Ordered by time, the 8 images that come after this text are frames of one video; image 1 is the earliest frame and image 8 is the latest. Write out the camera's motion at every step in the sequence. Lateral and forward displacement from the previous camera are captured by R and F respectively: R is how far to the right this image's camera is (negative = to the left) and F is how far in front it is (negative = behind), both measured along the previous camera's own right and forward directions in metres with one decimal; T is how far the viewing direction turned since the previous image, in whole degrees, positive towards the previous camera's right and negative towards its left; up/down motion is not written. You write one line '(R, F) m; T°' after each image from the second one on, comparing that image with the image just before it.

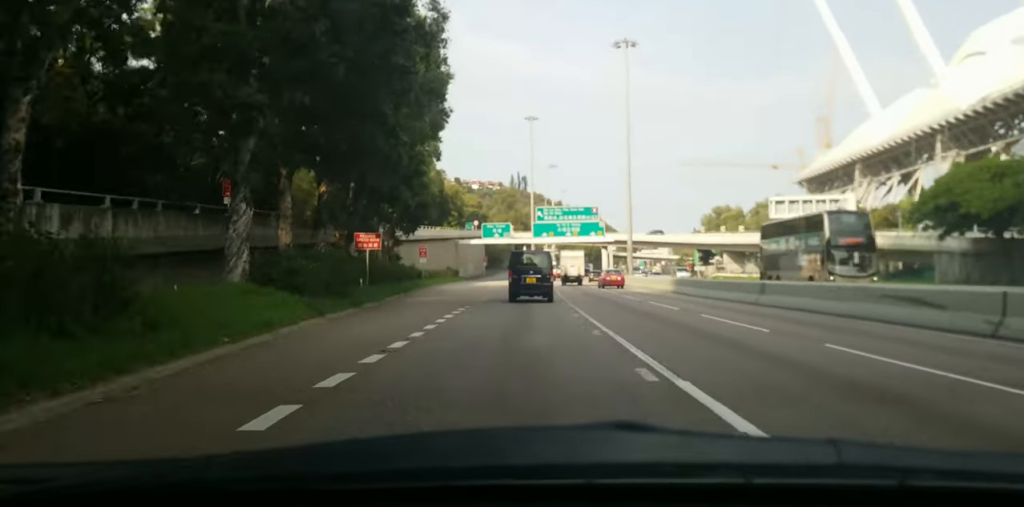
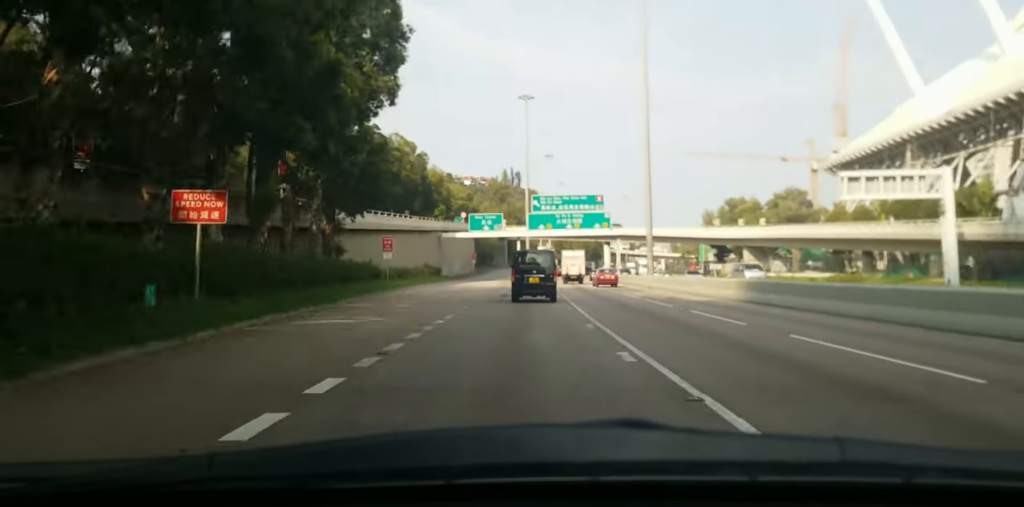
(+1.0, +15.8) m; +2°
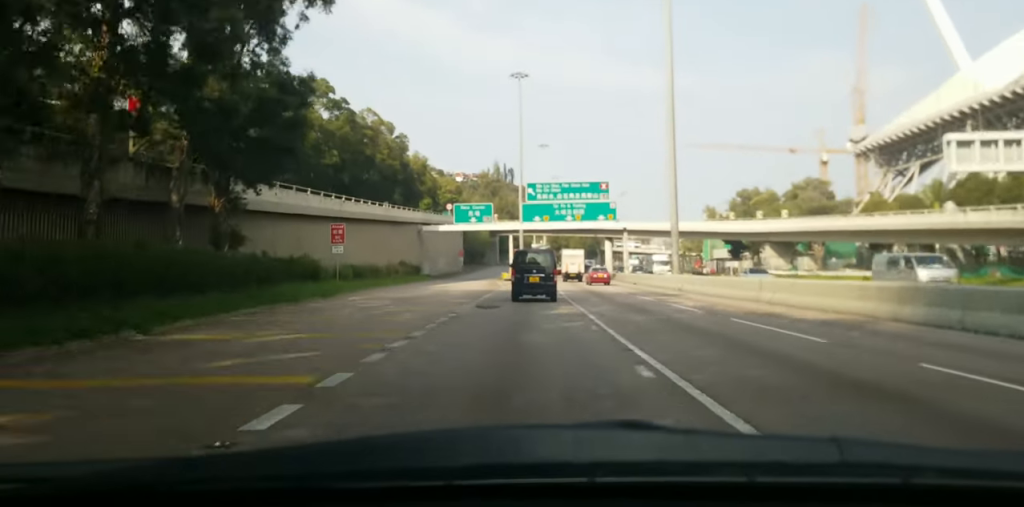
(-0.3, +15.1) m; -1°
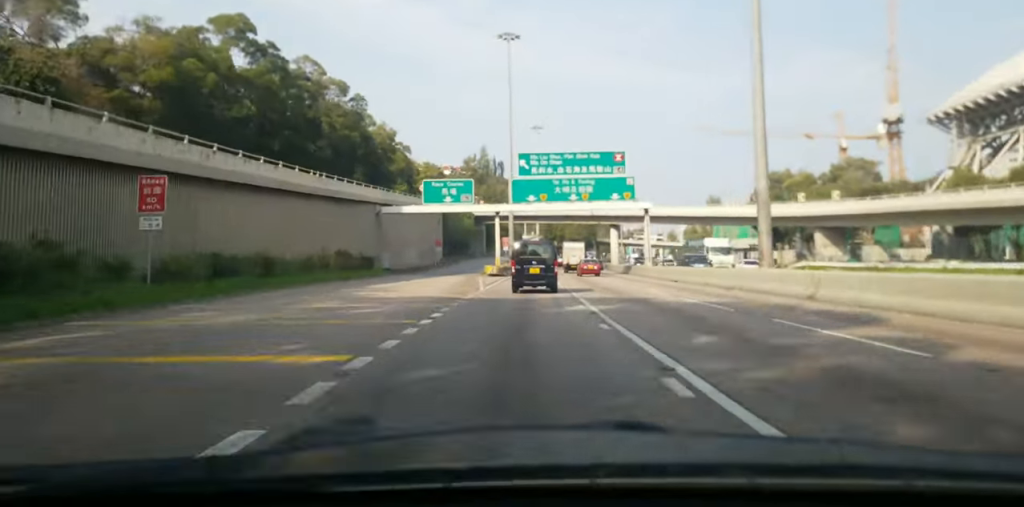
(-0.1, +21.1) m; +1°
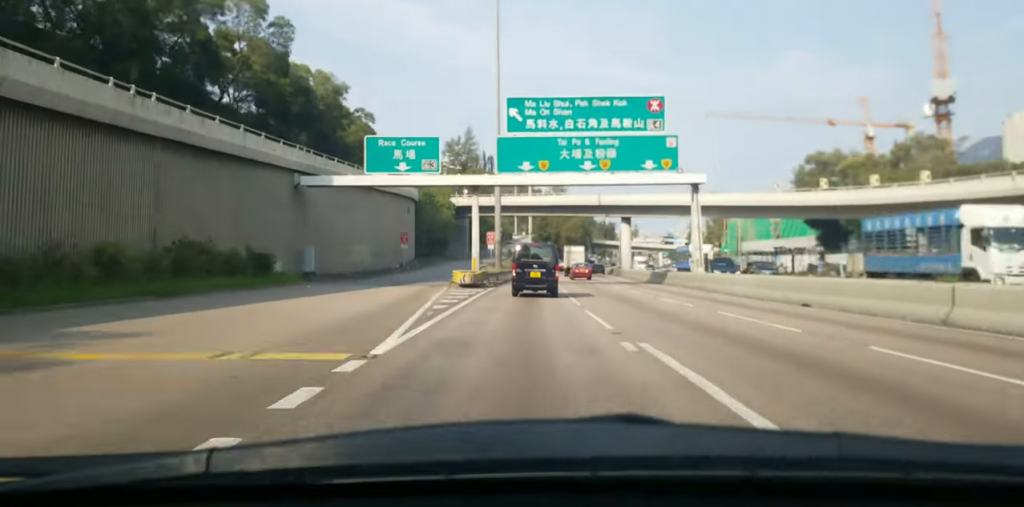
(+0.7, +23.7) m; +2°
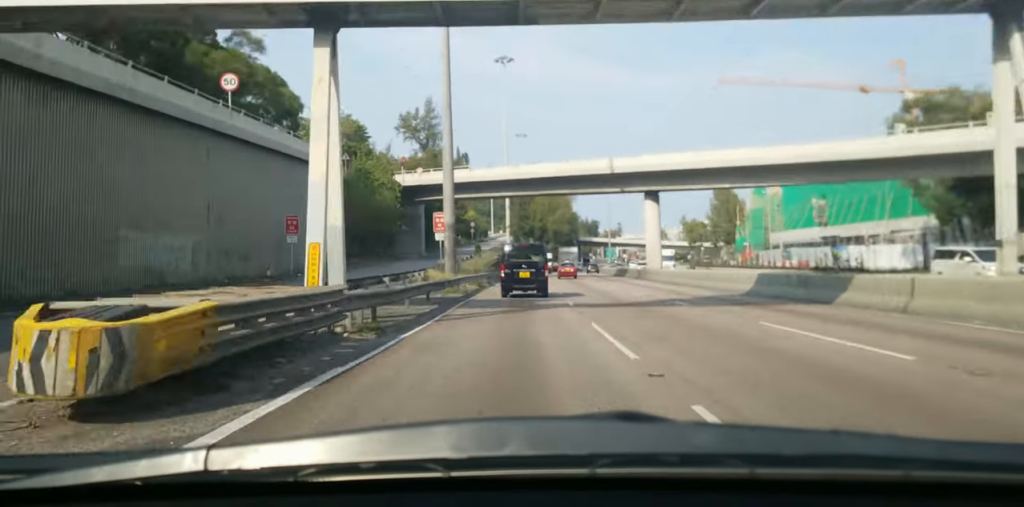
(+0.2, +33.1) m; 0°
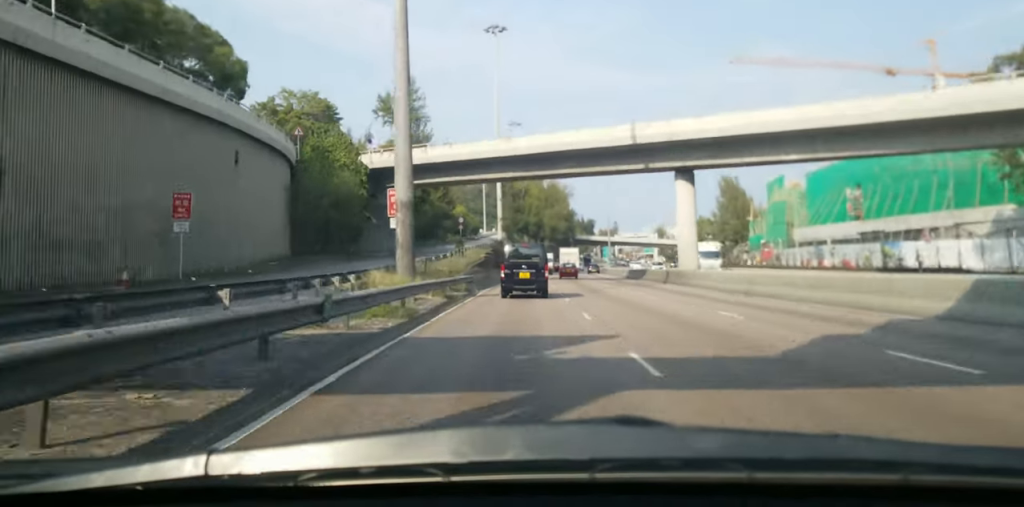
(+0.1, +14.4) m; -1°
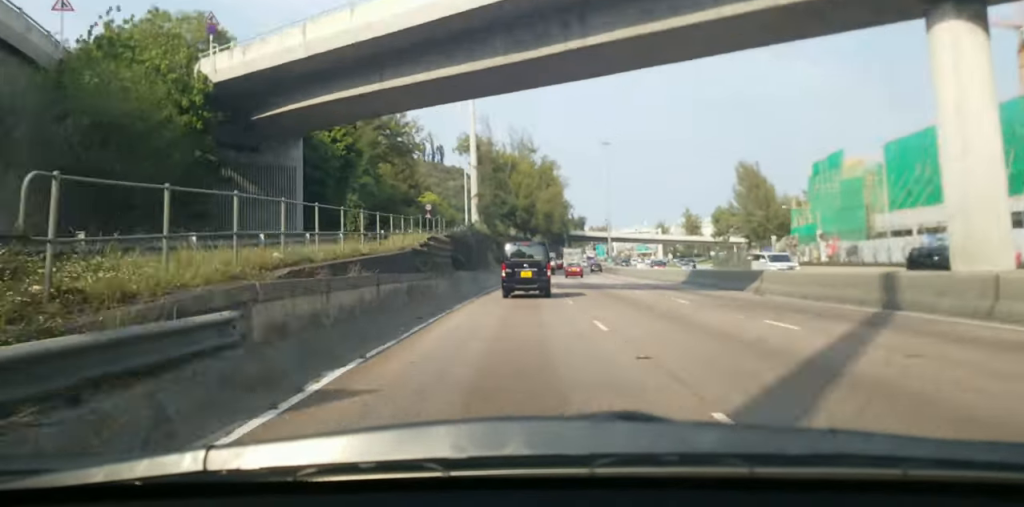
(+0.1, +31.5) m; +1°
